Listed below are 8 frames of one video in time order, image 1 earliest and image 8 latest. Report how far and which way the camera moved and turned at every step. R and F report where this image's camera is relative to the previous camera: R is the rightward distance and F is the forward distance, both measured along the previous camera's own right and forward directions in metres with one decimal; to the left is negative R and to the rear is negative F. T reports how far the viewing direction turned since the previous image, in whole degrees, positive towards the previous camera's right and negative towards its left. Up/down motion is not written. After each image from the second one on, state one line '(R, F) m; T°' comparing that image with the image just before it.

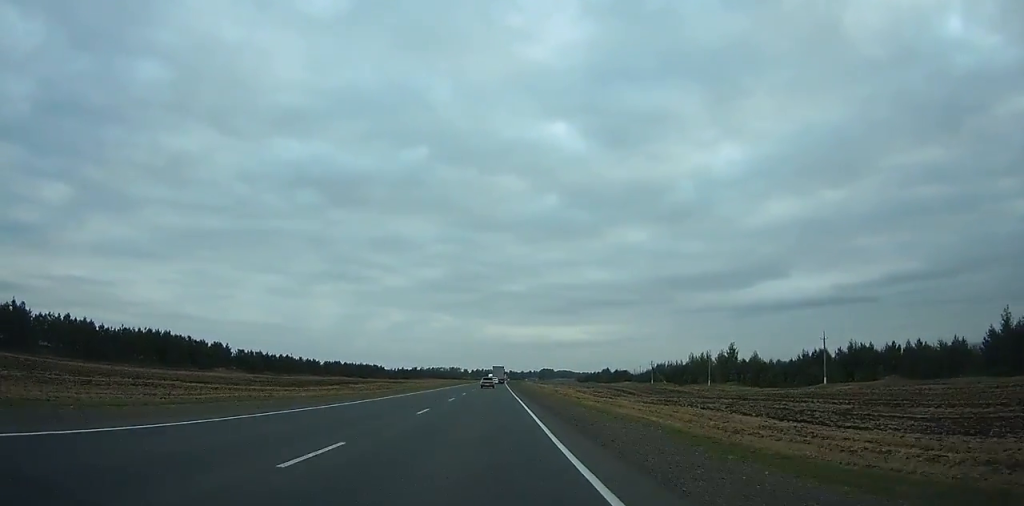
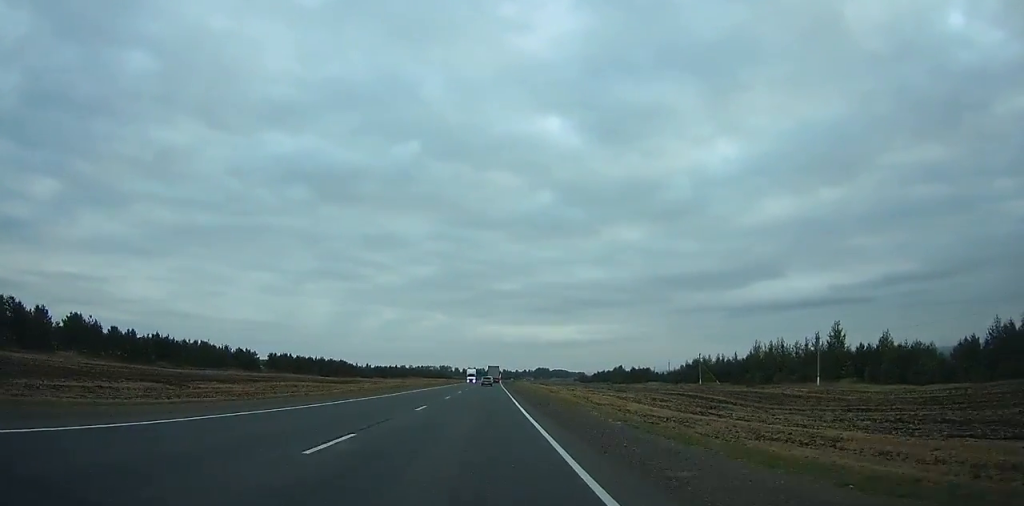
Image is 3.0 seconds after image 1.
(-0.1, +57.9) m; 0°
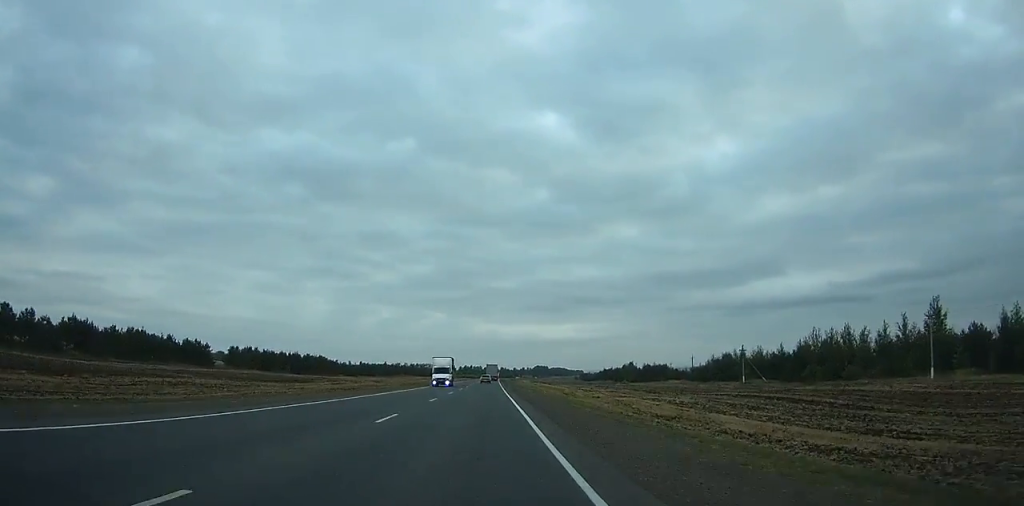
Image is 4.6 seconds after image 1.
(+0.1, +30.8) m; 0°
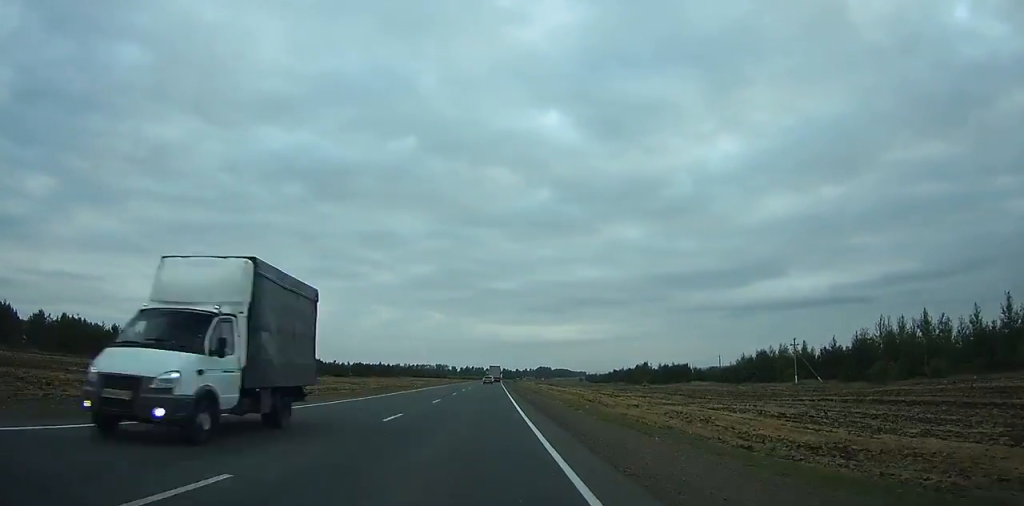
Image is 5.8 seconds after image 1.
(+0.2, +23.1) m; 0°
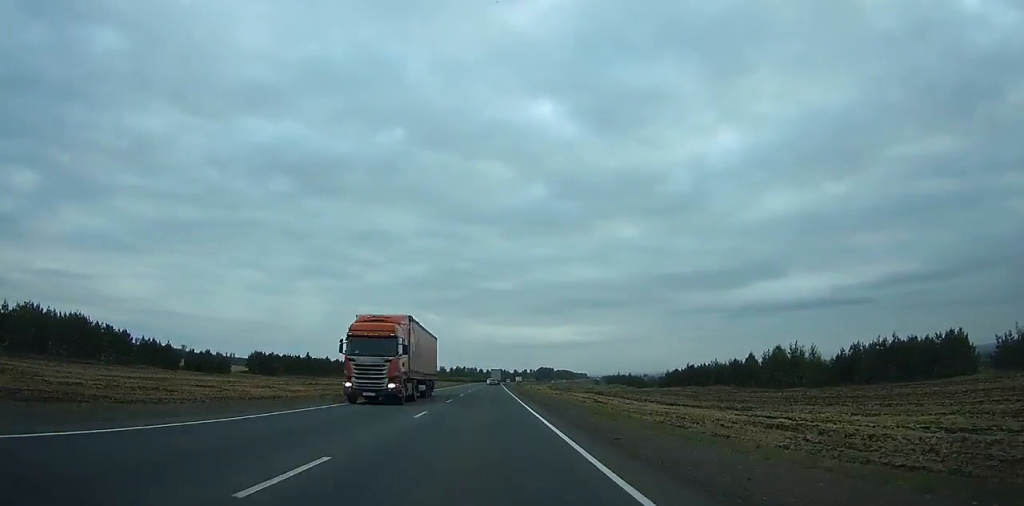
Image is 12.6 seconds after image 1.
(-0.6, +130.5) m; 0°
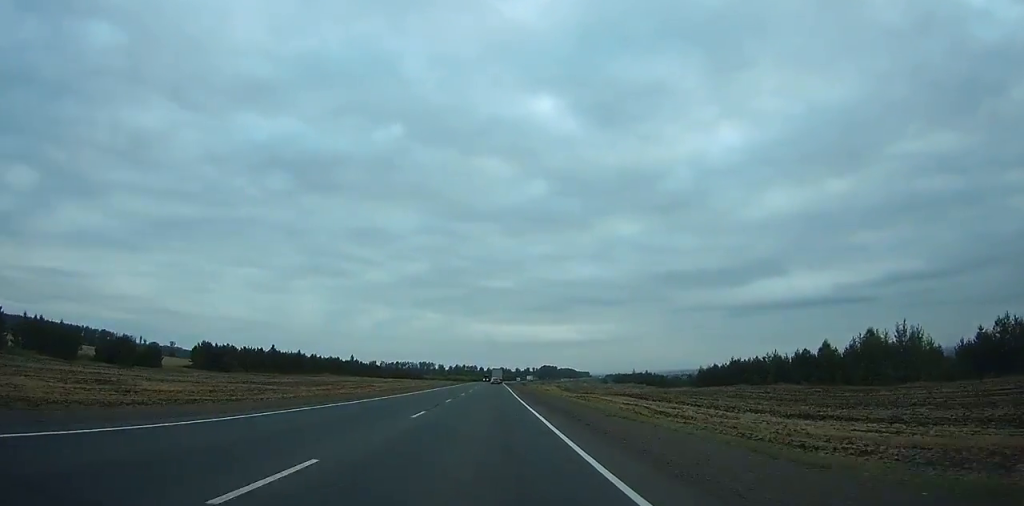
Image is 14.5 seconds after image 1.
(+0.2, +36.6) m; 0°
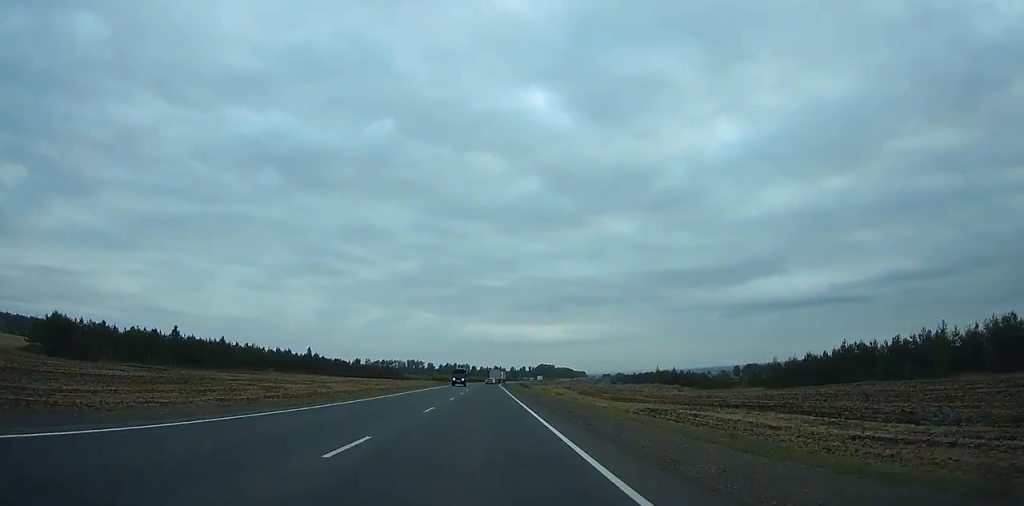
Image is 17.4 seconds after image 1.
(+0.1, +56.1) m; 0°
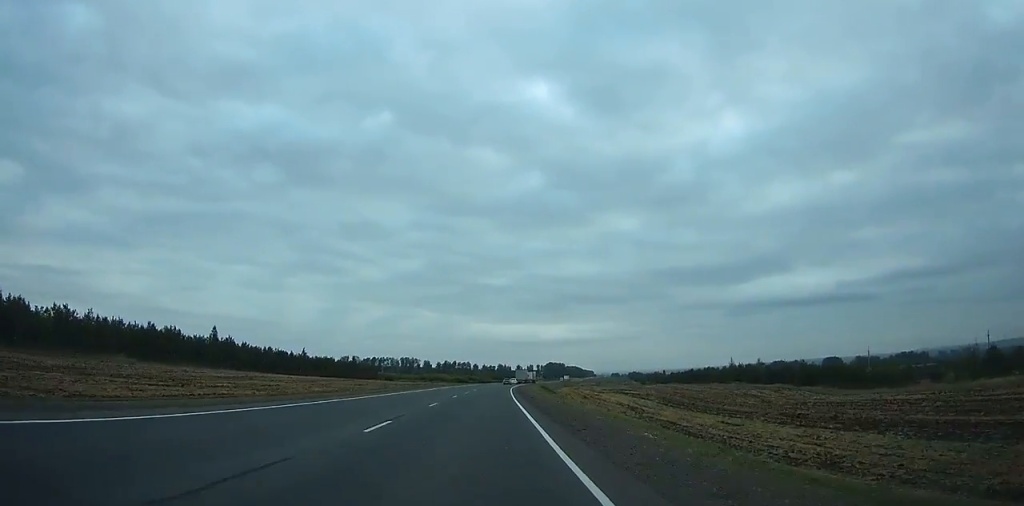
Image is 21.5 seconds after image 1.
(+0.5, +80.1) m; 0°
